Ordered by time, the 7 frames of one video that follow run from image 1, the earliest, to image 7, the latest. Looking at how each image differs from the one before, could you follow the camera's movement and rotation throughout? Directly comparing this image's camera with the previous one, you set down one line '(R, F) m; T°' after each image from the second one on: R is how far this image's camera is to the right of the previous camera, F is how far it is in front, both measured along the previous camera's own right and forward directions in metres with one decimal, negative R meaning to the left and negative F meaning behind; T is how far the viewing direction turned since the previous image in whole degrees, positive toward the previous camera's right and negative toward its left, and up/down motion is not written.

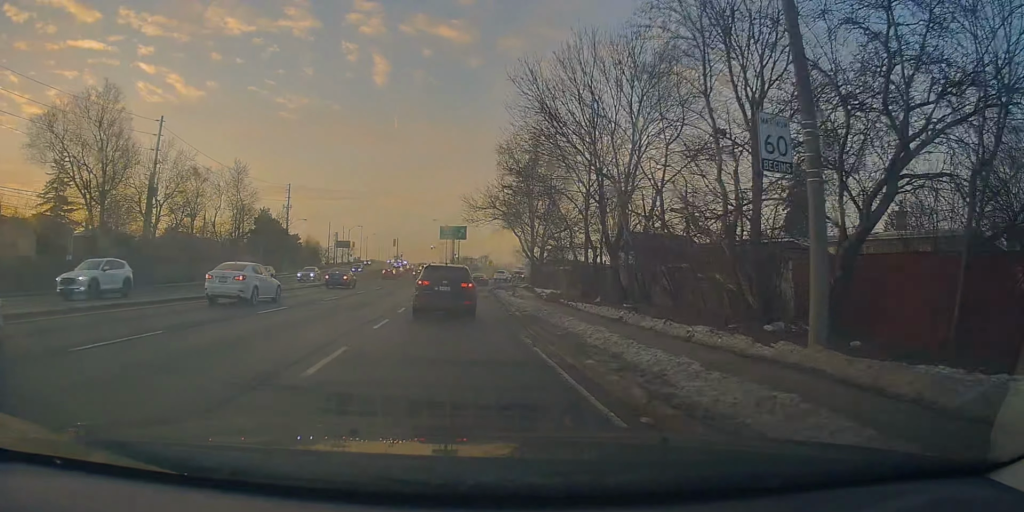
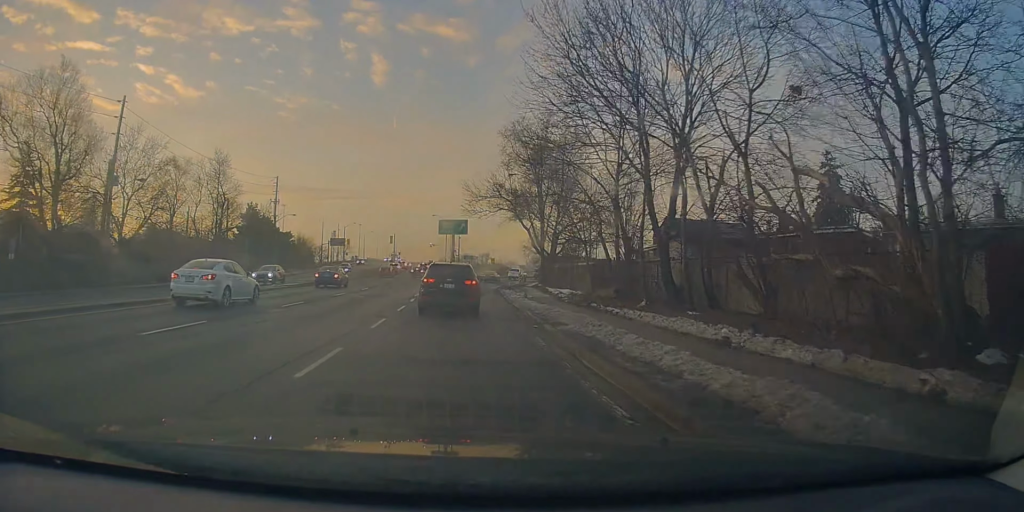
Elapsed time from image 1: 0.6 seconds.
(+0.6, +6.7) m; +1°
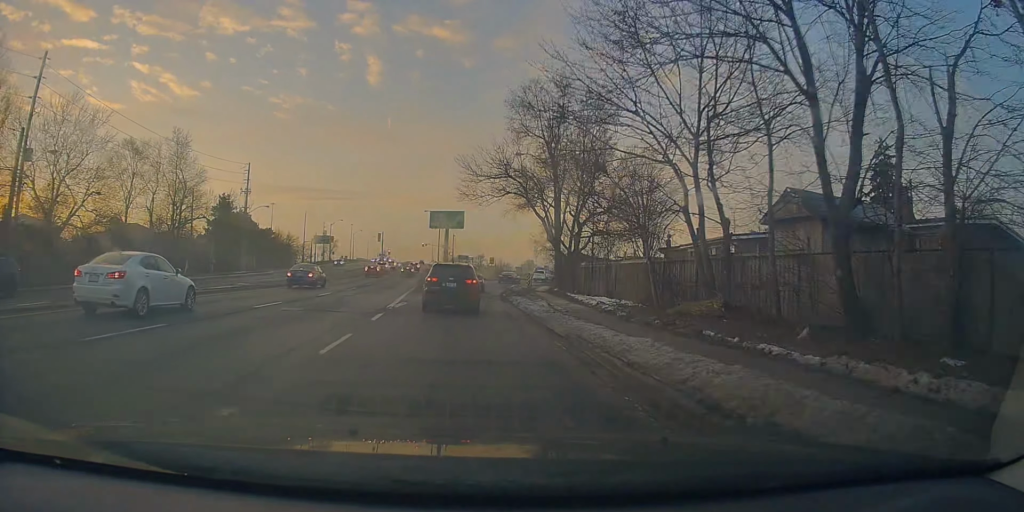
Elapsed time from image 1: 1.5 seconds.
(+0.2, +10.7) m; 0°
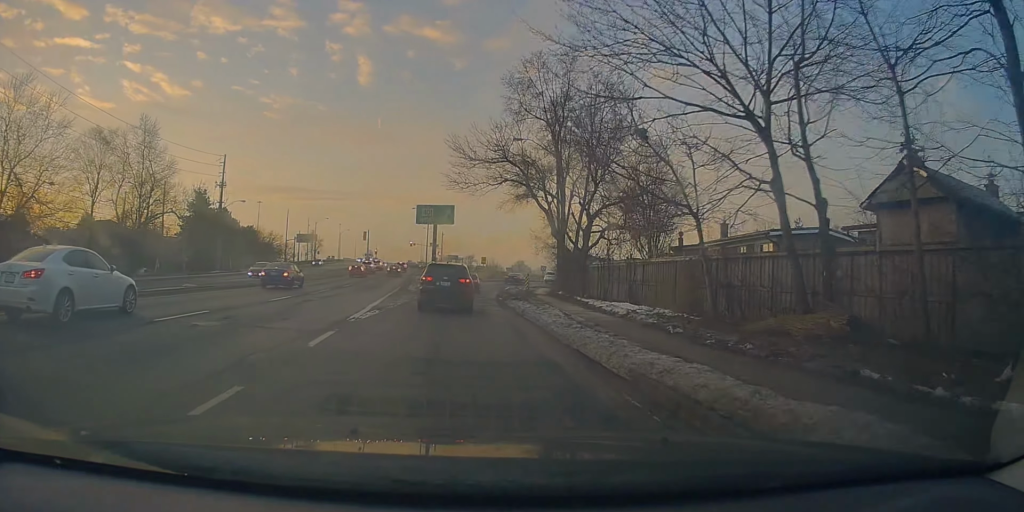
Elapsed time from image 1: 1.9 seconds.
(-0.1, +5.5) m; -1°
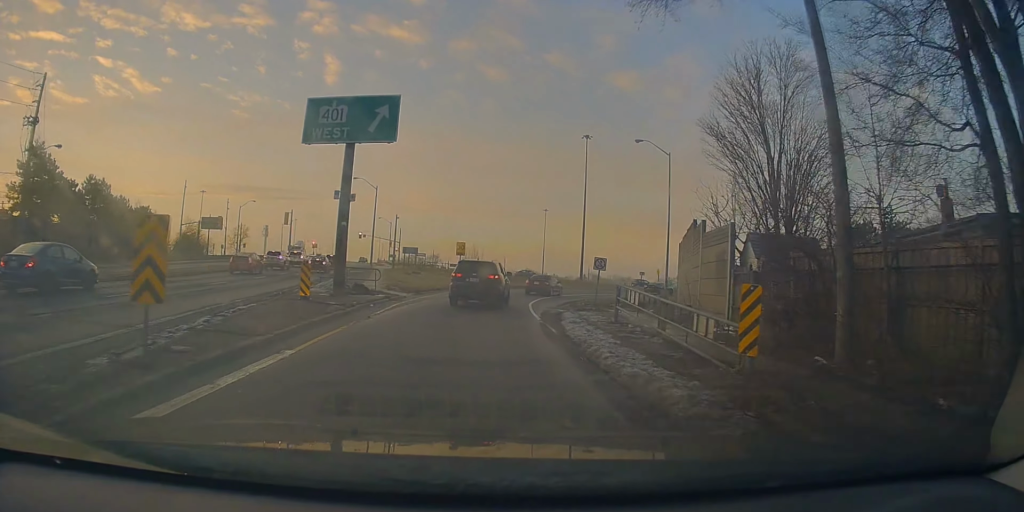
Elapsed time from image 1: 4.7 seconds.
(+1.5, +32.8) m; +6°
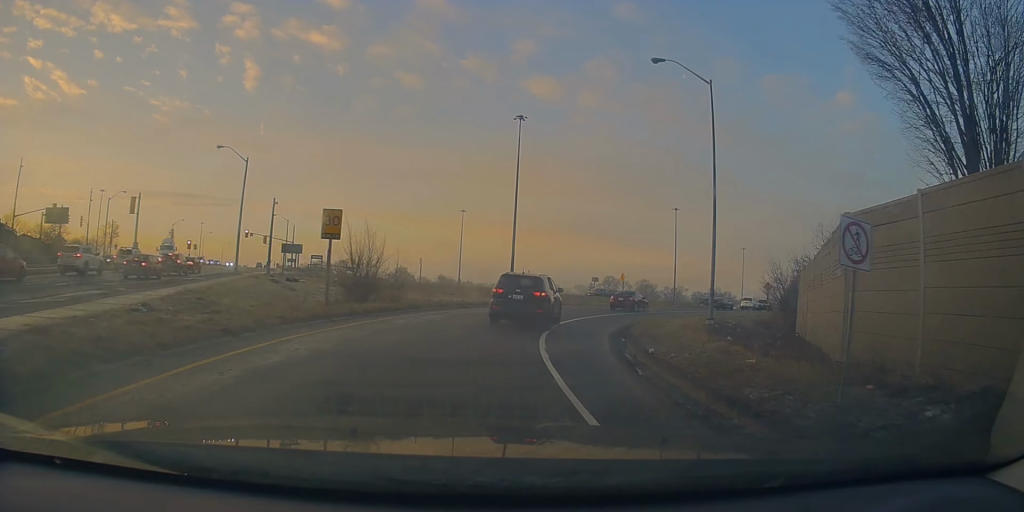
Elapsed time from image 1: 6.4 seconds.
(+1.1, +21.3) m; +7°
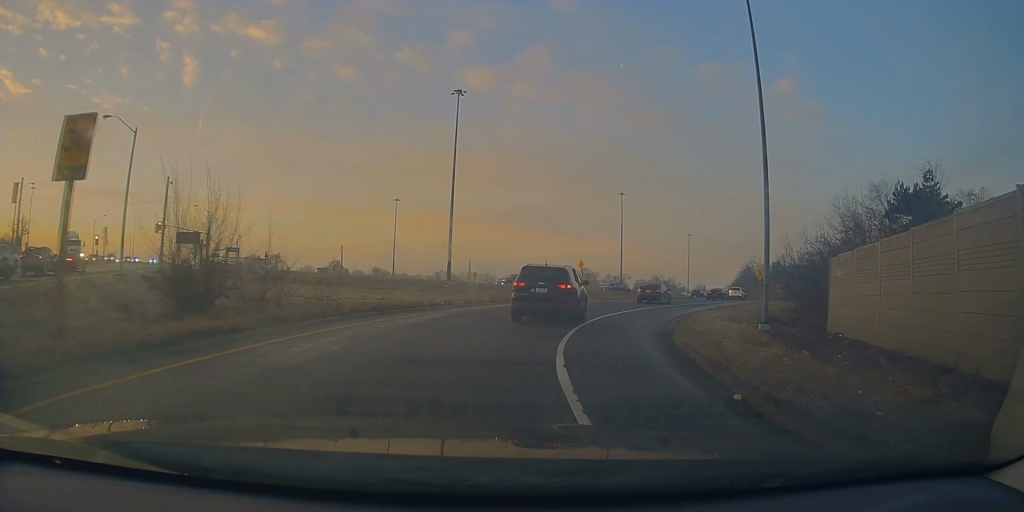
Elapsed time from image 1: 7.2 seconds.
(+0.2, +10.1) m; +5°
